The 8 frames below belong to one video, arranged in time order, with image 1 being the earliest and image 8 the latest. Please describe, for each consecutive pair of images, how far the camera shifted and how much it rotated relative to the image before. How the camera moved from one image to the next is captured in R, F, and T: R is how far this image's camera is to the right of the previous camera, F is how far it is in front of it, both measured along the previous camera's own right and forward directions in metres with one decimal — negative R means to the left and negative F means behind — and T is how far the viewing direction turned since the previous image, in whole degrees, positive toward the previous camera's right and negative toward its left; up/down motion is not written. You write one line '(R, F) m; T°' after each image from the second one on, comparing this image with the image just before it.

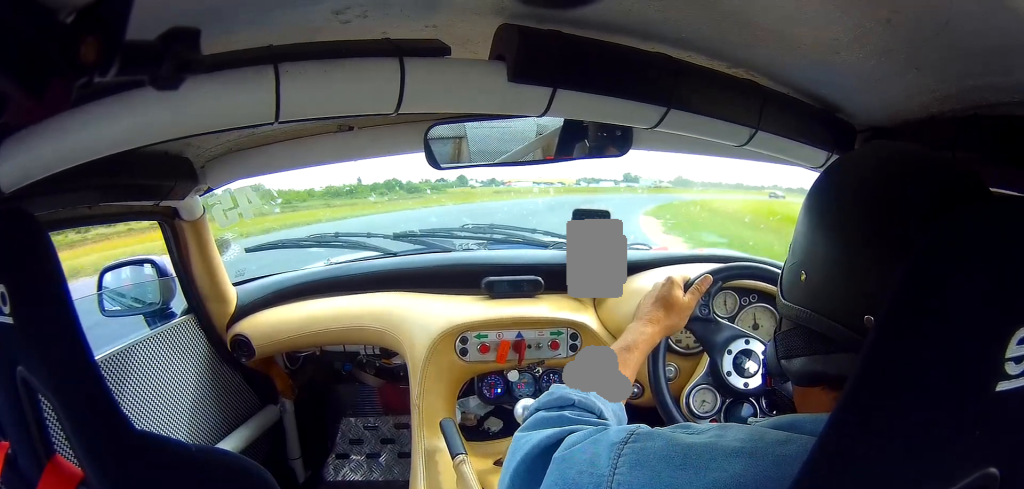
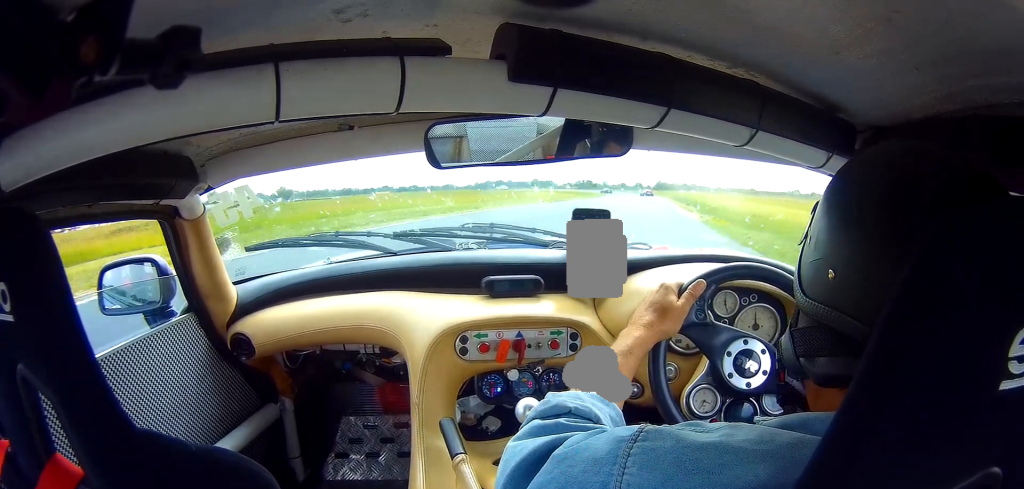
(+27.4, +82.0) m; +36°
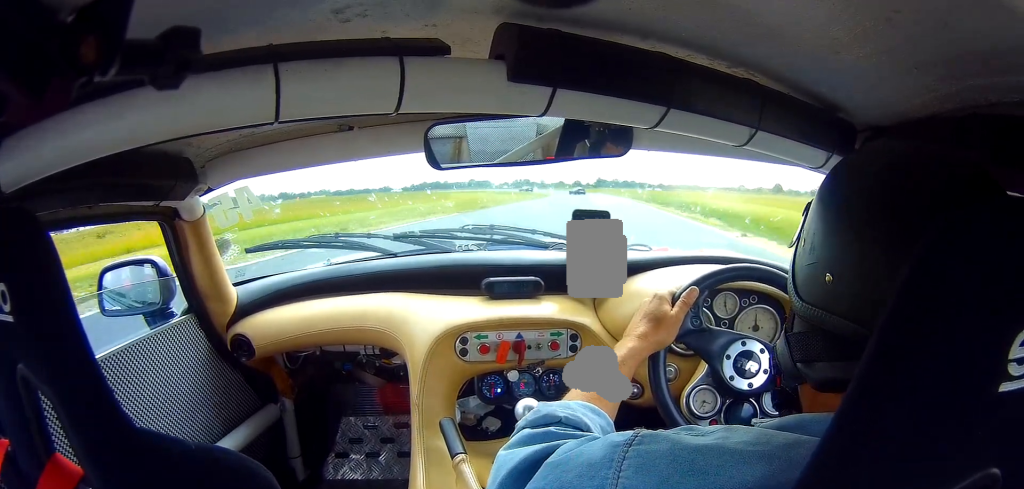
(+1.5, +17.5) m; +2°
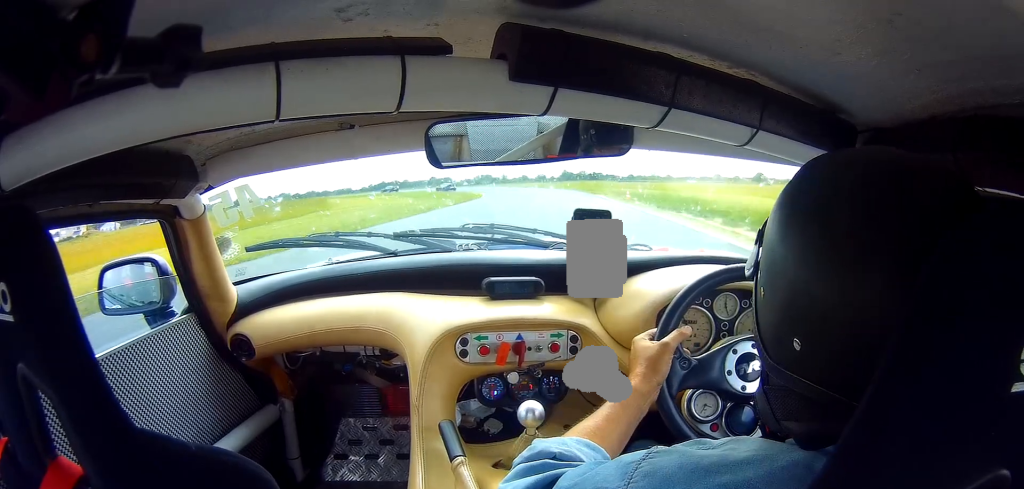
(+1.6, +39.2) m; -1°
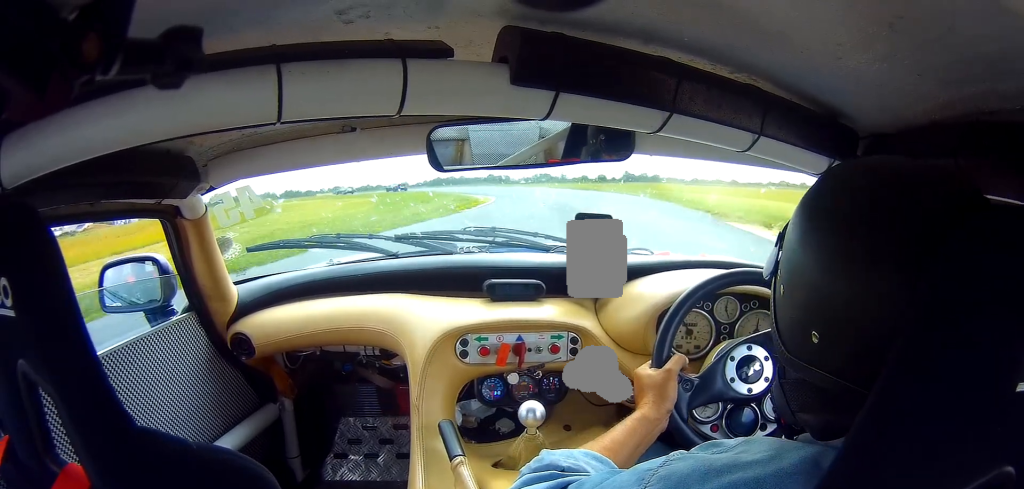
(-0.3, +26.1) m; -5°
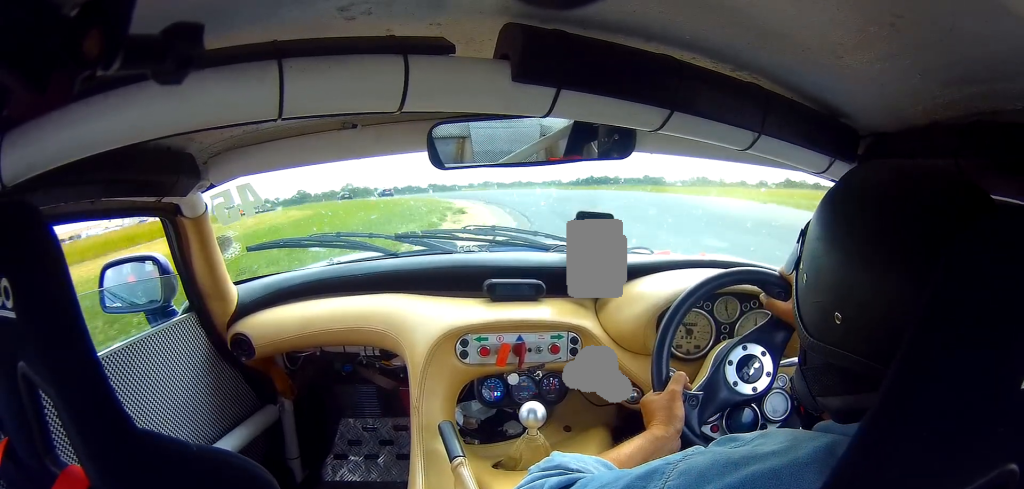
(-3.7, +35.2) m; -13°
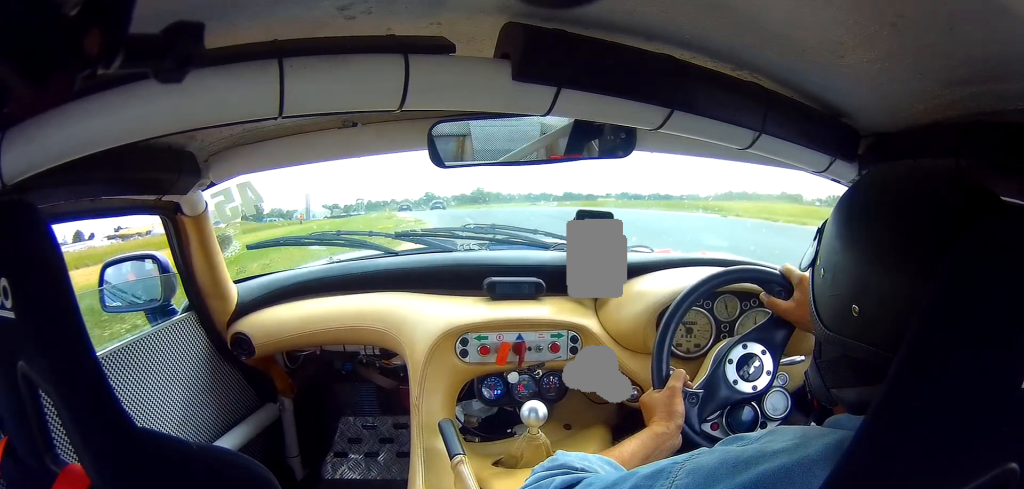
(-1.5, +23.1) m; -11°
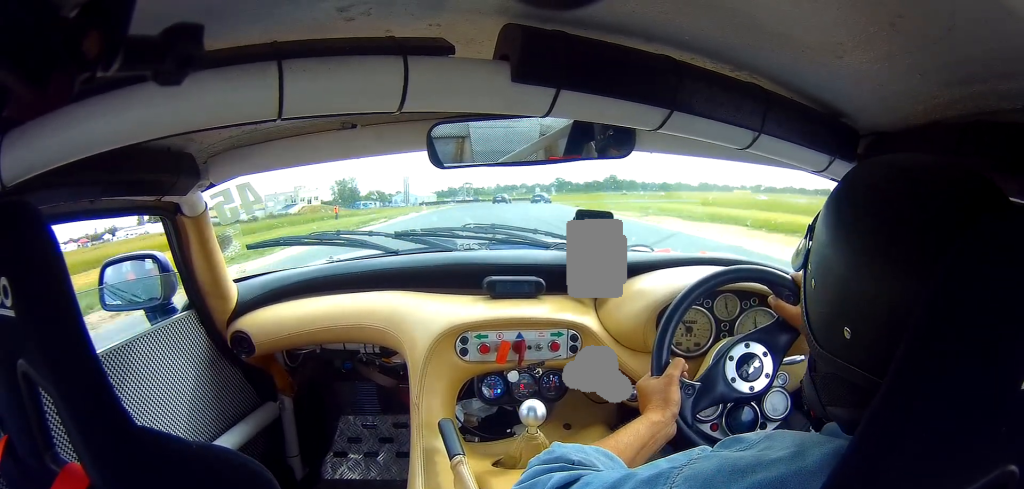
(-3.8, +27.1) m; -11°
